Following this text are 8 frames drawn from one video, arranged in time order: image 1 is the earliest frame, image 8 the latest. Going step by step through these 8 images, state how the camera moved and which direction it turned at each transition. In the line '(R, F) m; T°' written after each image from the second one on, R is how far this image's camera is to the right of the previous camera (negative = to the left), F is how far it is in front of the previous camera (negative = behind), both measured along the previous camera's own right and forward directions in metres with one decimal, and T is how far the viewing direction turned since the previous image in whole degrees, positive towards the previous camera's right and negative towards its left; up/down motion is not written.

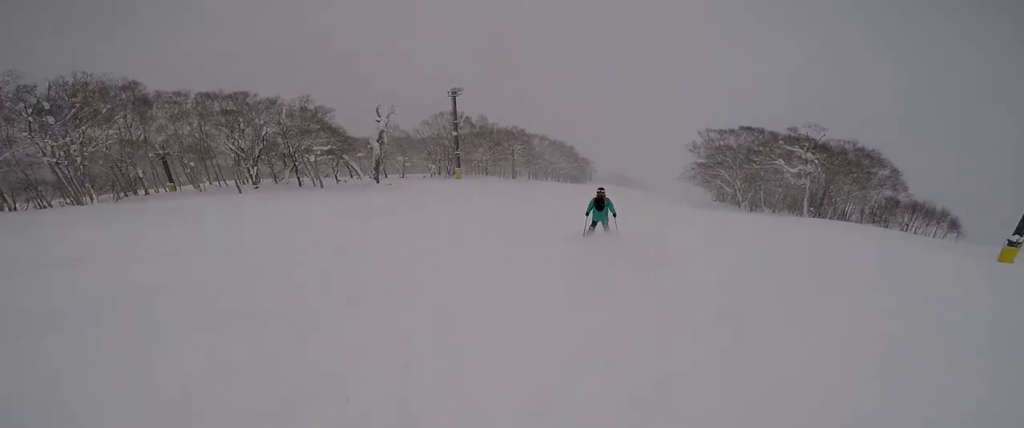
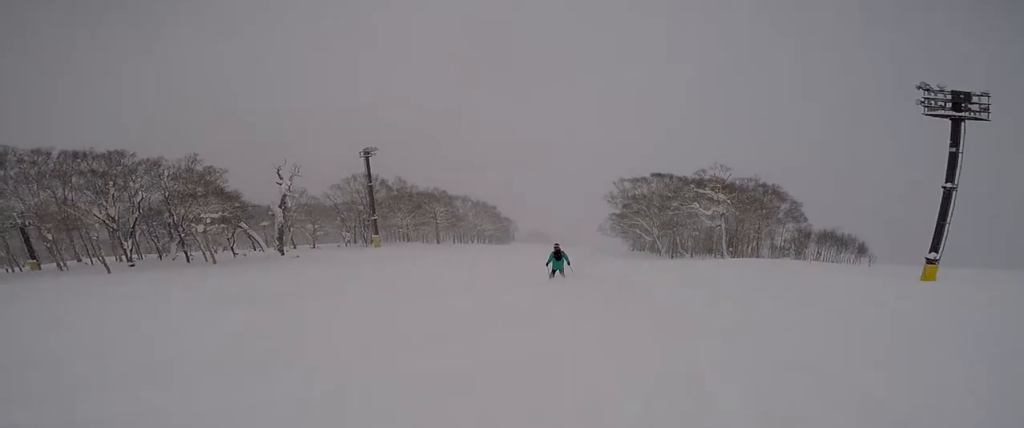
(+0.3, +3.3) m; +11°
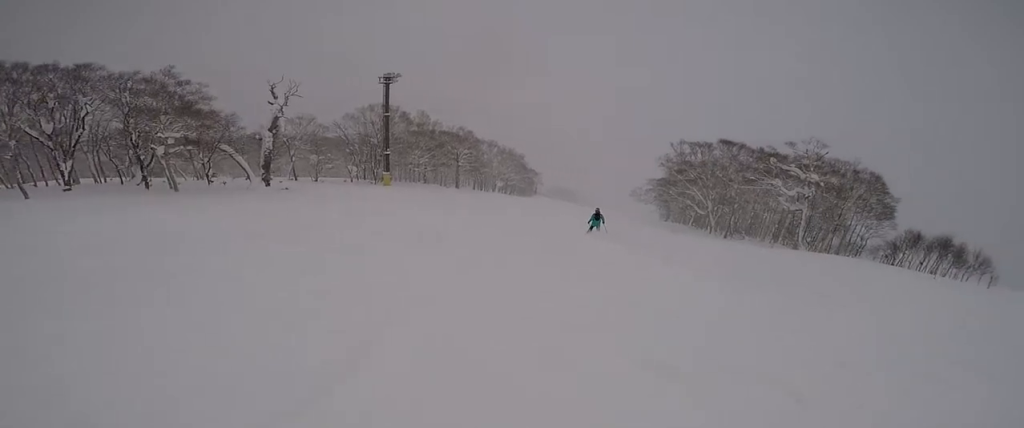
(+0.7, +8.7) m; +8°
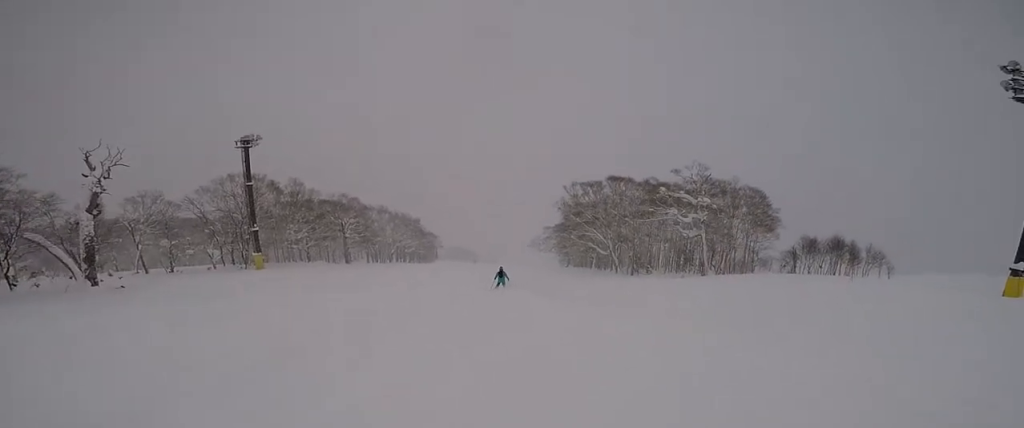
(+0.6, +4.6) m; +25°
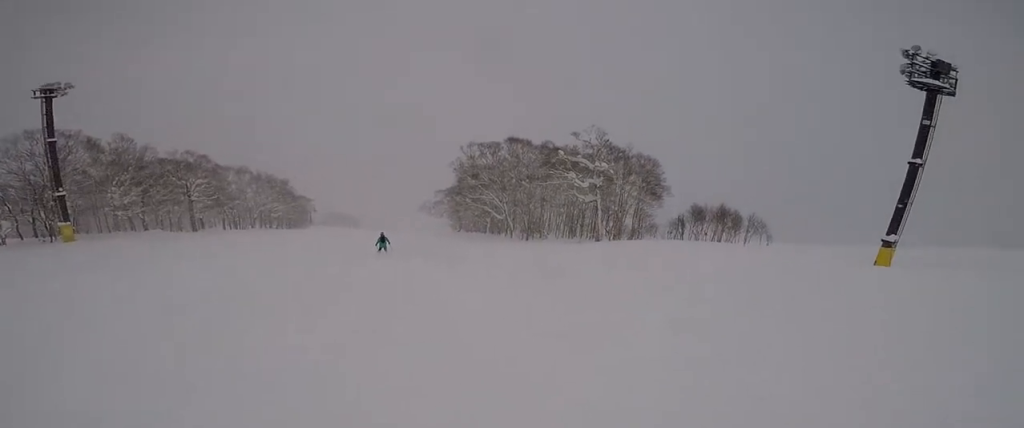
(+1.0, +3.4) m; +14°
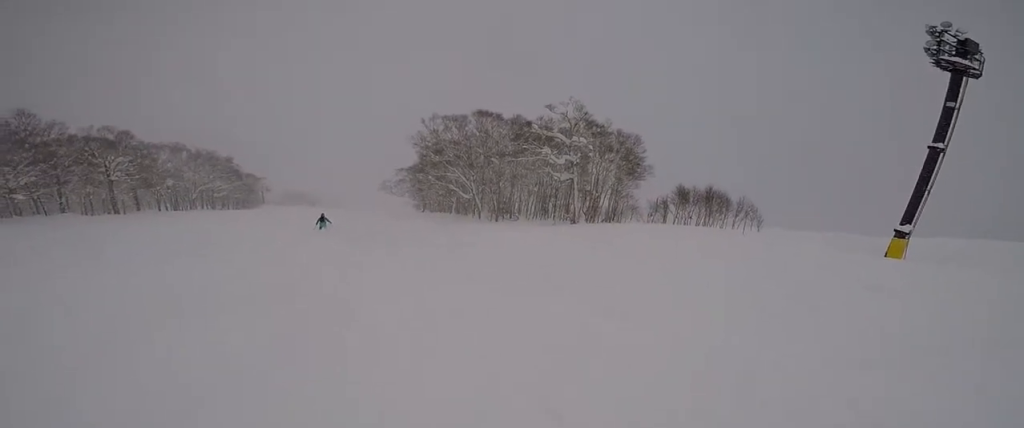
(+0.6, +4.4) m; +2°
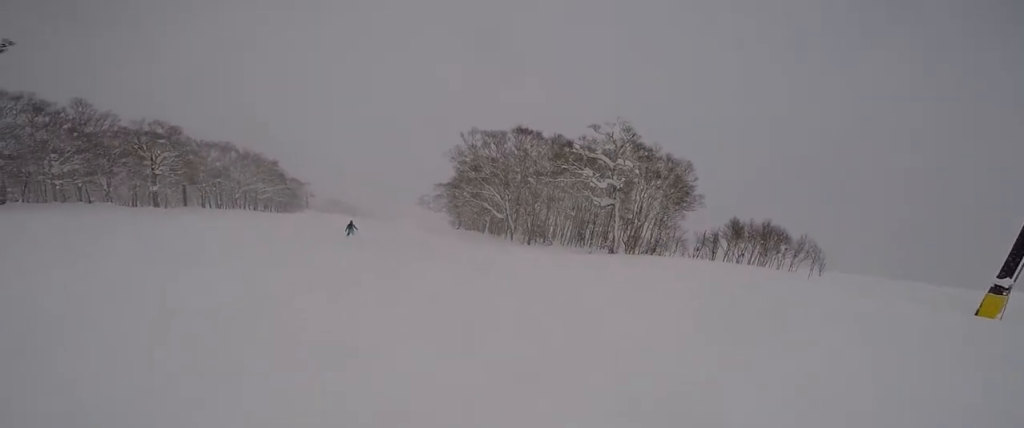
(+0.3, +2.7) m; -7°
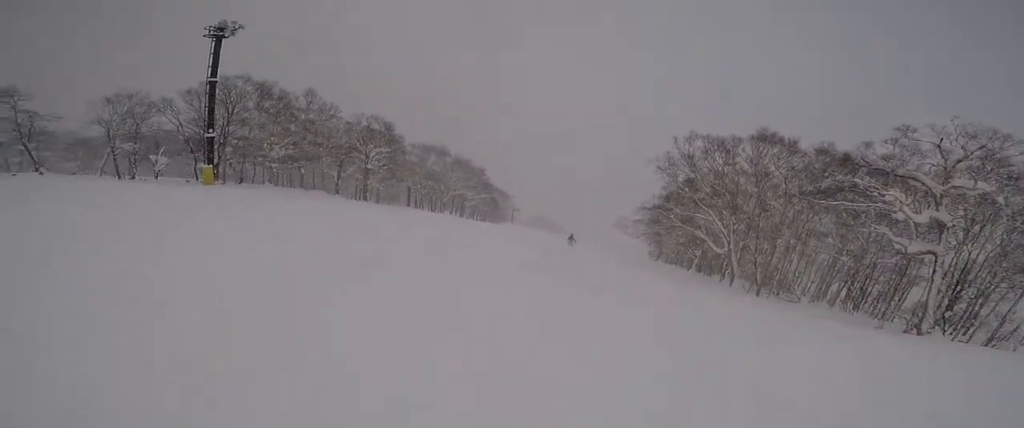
(-2.9, +8.6) m; -35°
